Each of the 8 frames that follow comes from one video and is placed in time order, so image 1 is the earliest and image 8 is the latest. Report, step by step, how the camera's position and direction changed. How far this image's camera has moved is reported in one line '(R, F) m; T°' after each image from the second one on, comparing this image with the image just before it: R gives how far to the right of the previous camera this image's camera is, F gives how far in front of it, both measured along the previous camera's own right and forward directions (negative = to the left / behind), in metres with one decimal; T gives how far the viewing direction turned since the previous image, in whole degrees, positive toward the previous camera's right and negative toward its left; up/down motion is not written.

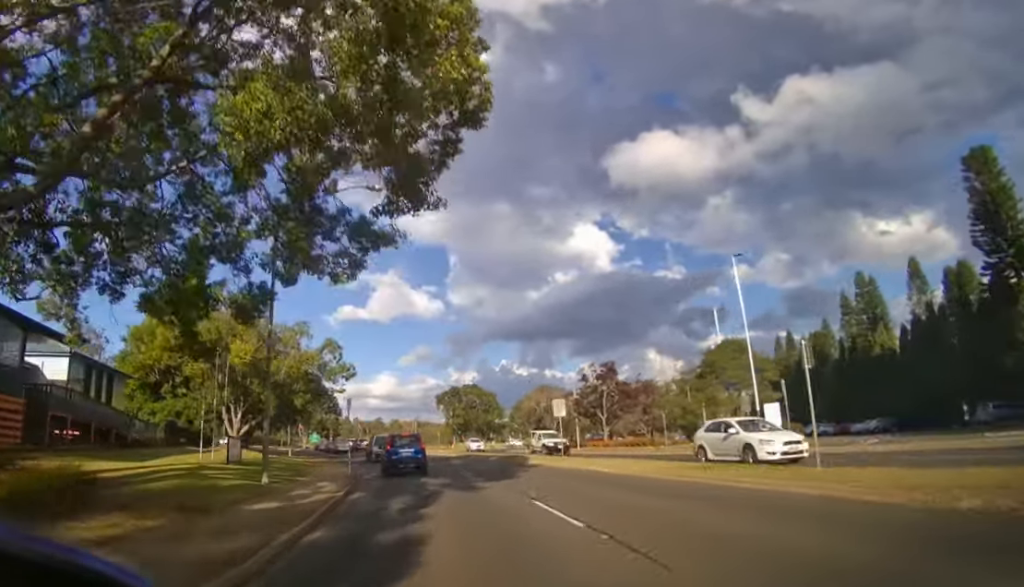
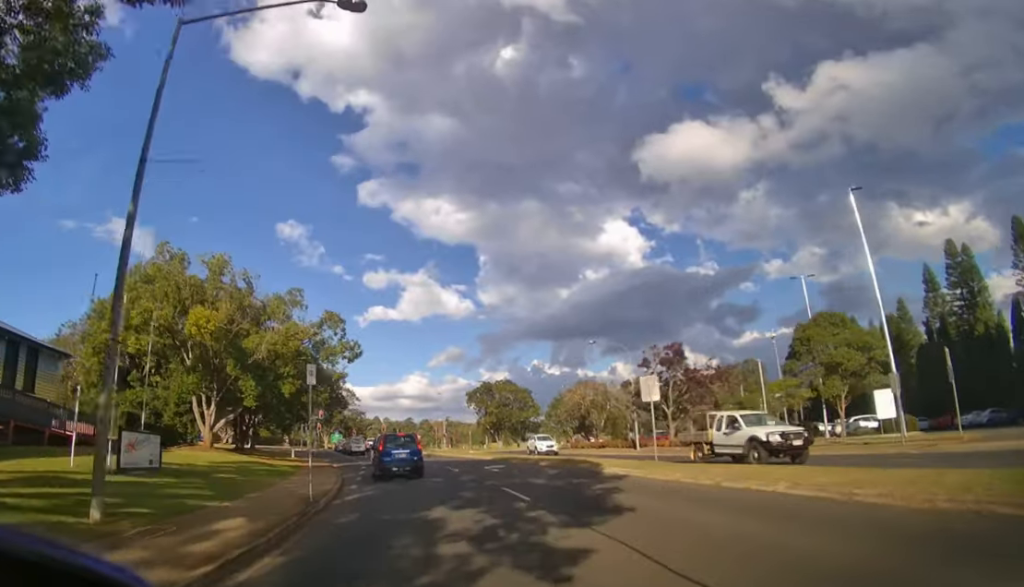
(-0.3, +8.8) m; -3°
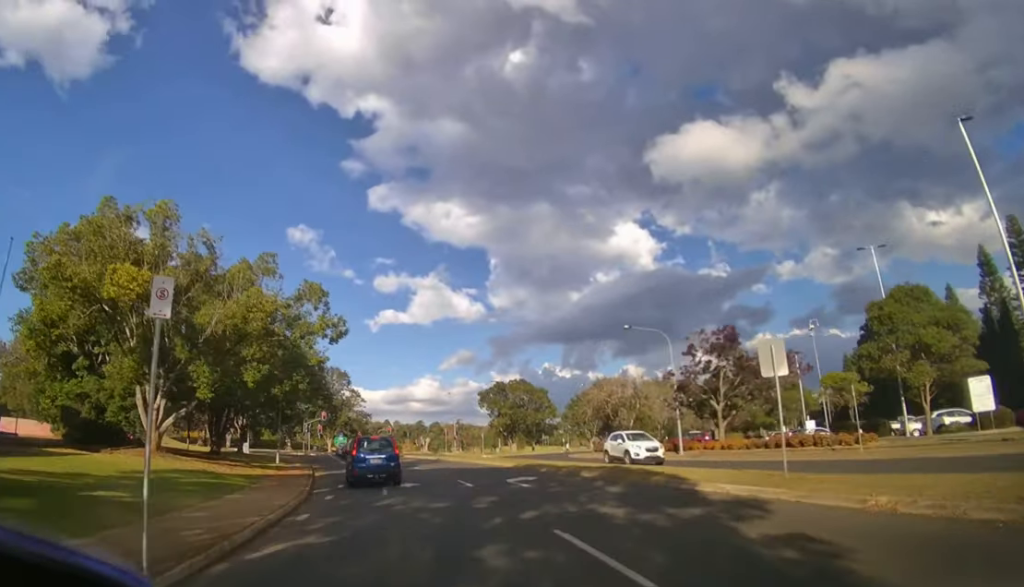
(-0.1, +6.8) m; -2°
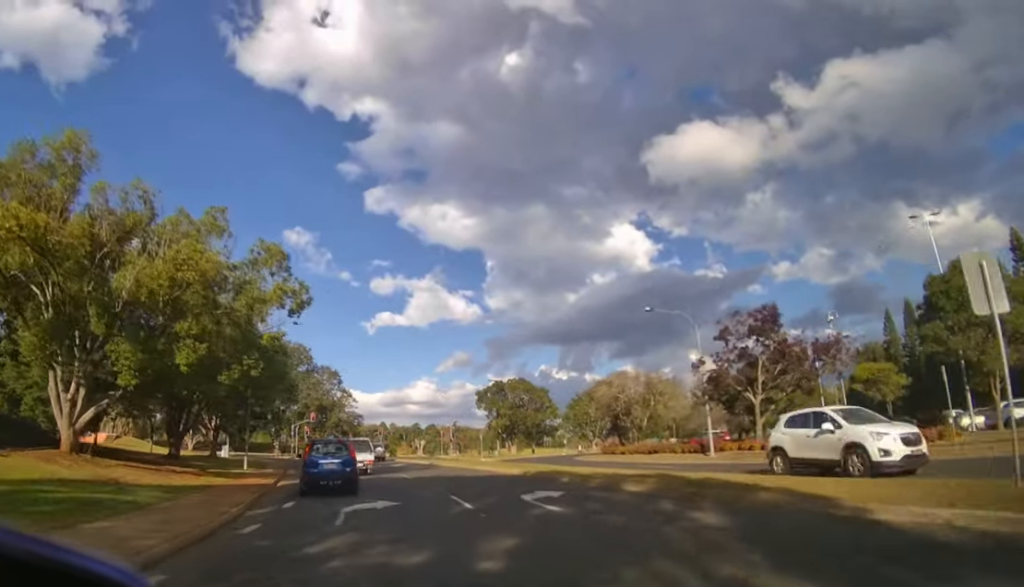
(-0.1, +5.9) m; -1°
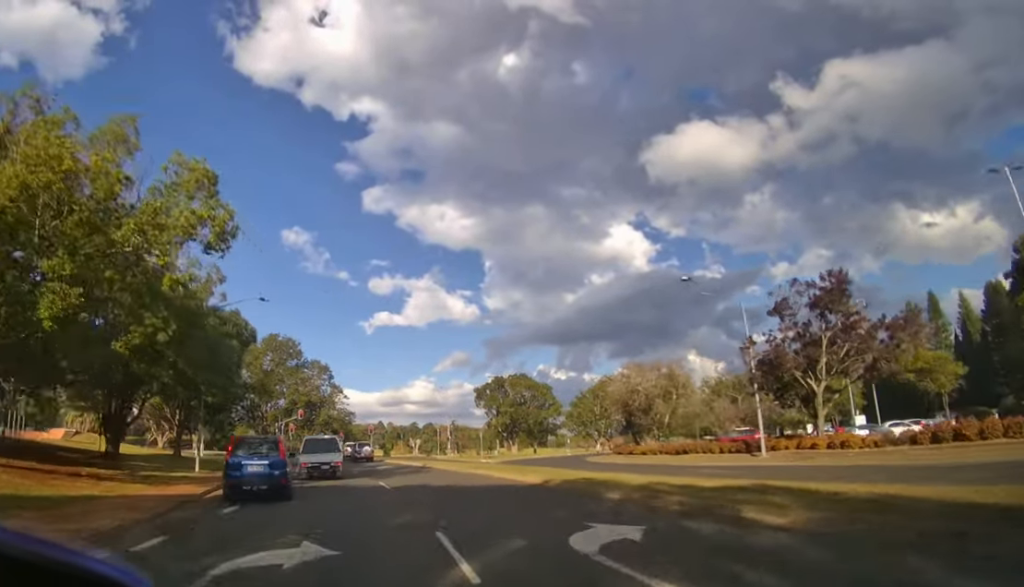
(-0.1, +6.4) m; -2°
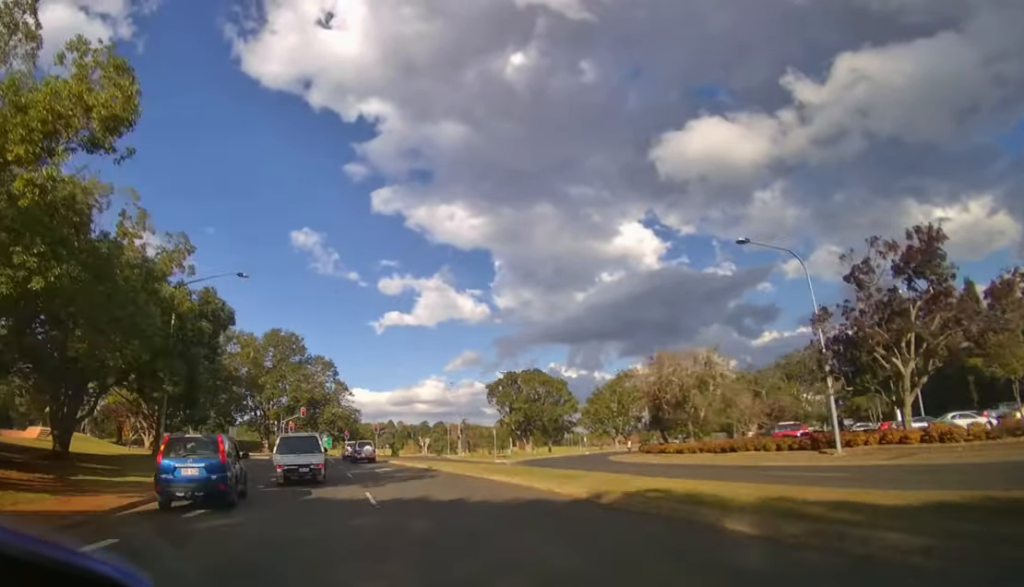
(0.0, +4.9) m; -1°
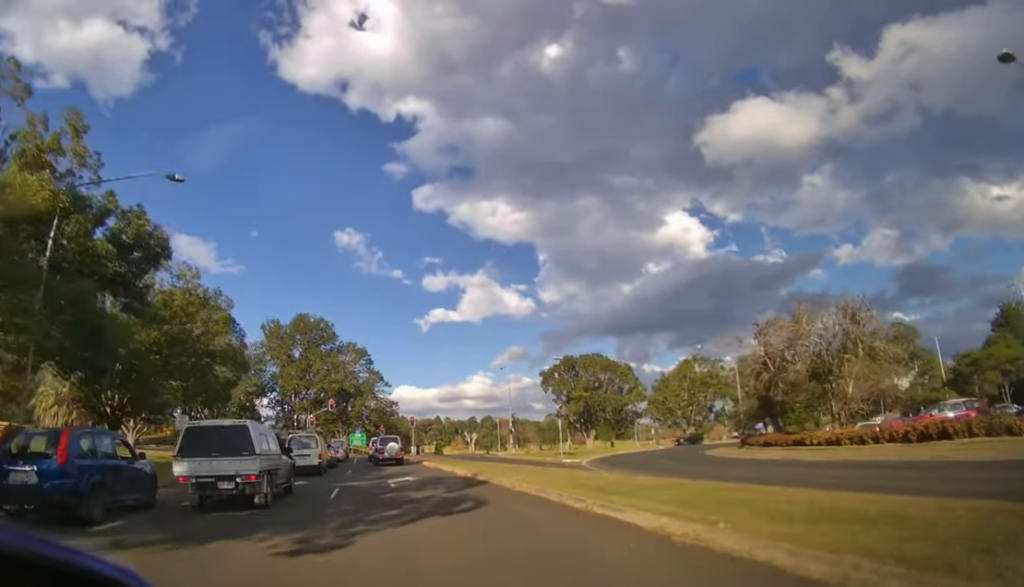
(-0.5, +12.4) m; -4°
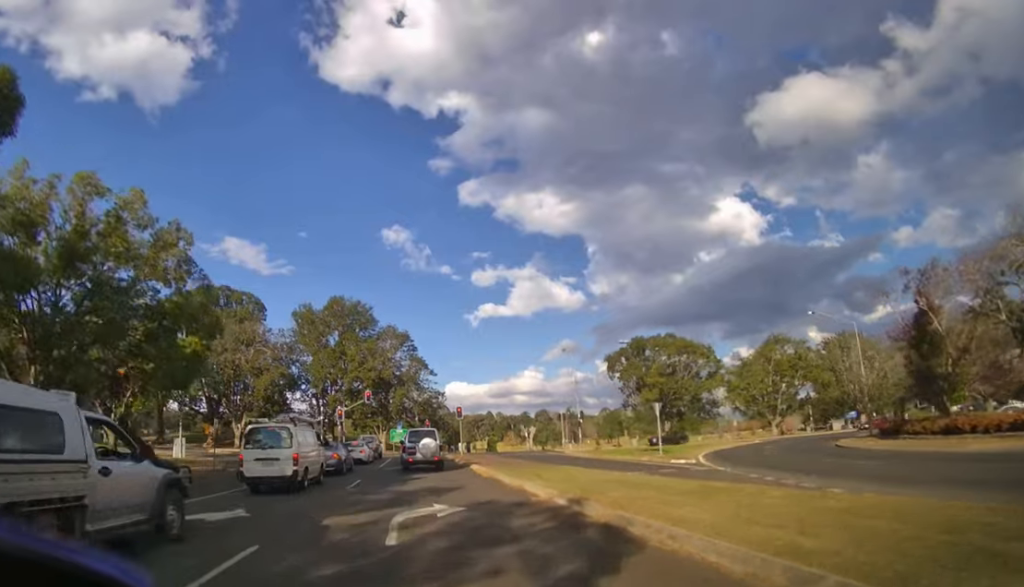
(-0.5, +9.9) m; -5°
